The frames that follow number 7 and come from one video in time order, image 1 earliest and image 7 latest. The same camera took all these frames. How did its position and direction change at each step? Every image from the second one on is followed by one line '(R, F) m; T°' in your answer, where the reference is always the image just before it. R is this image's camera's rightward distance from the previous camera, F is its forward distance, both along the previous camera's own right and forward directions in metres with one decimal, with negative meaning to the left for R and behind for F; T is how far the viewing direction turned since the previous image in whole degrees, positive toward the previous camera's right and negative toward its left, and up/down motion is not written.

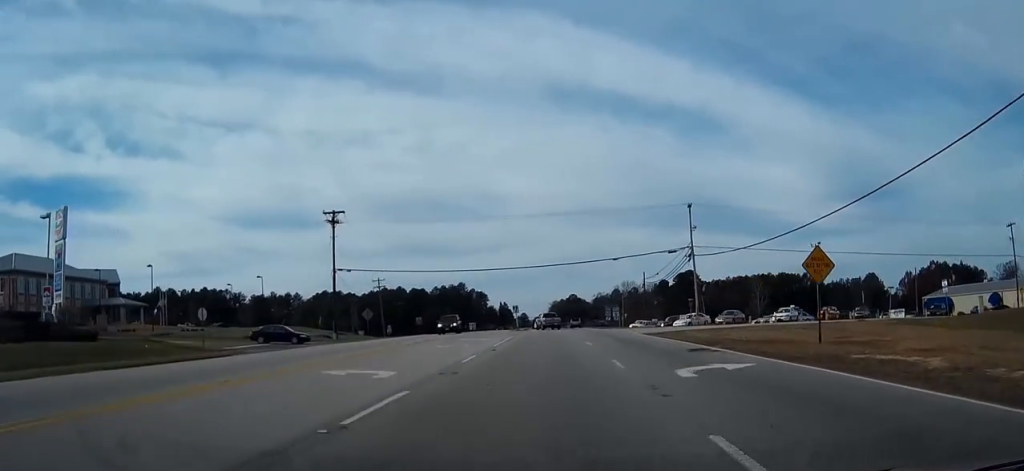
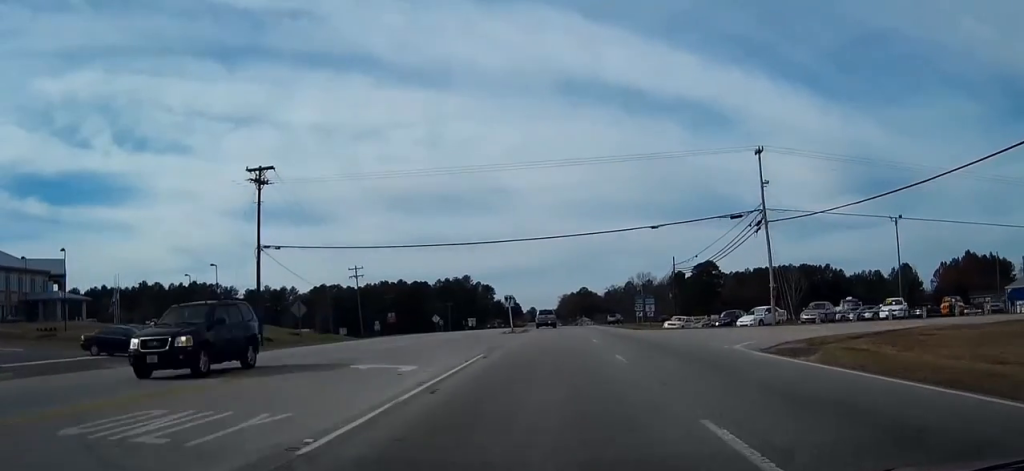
(-0.3, +23.3) m; -1°
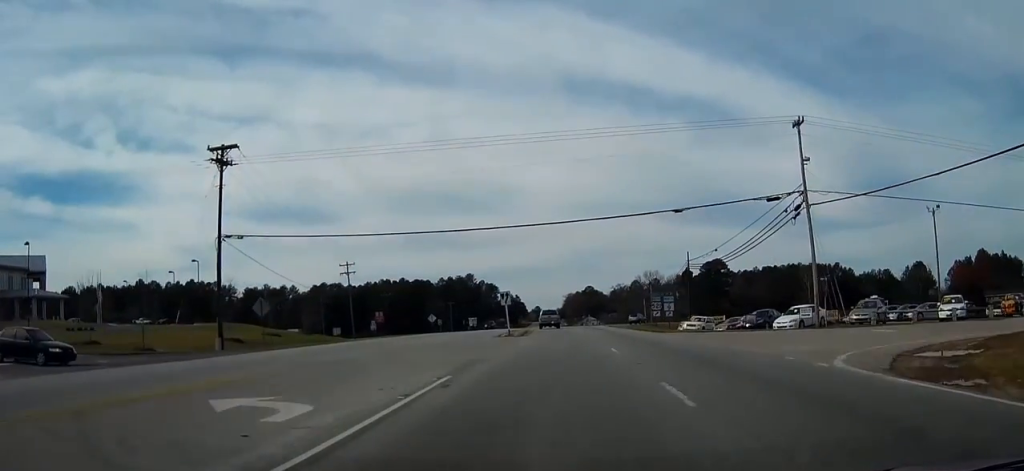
(0.0, +8.0) m; 0°
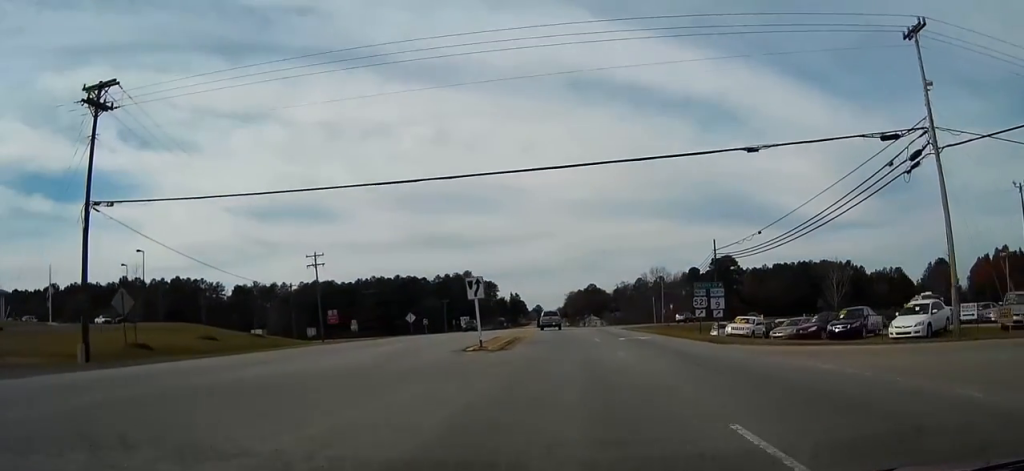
(-0.1, +16.3) m; -1°
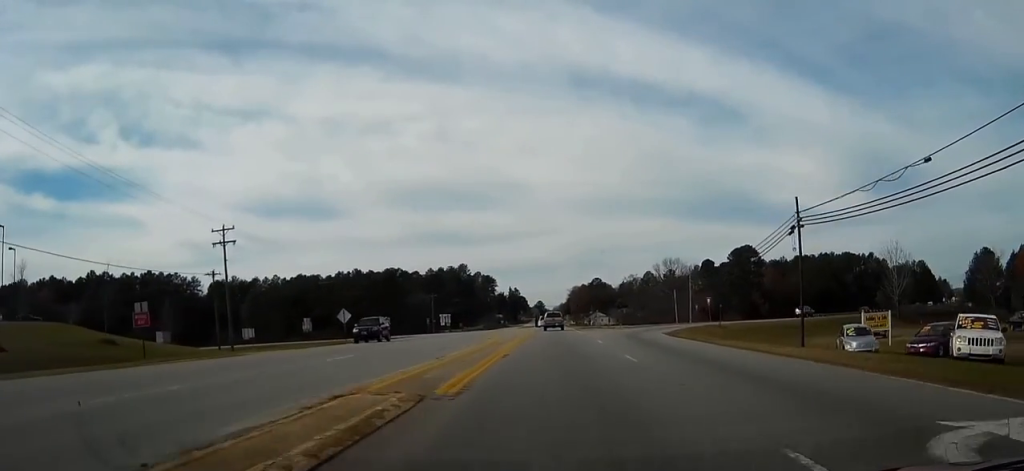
(-0.4, +28.9) m; 0°
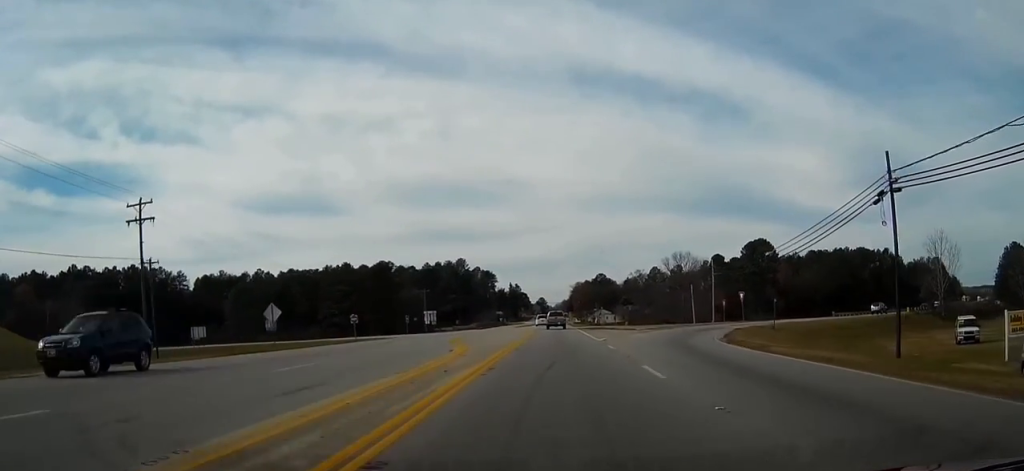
(+0.2, +16.0) m; 0°
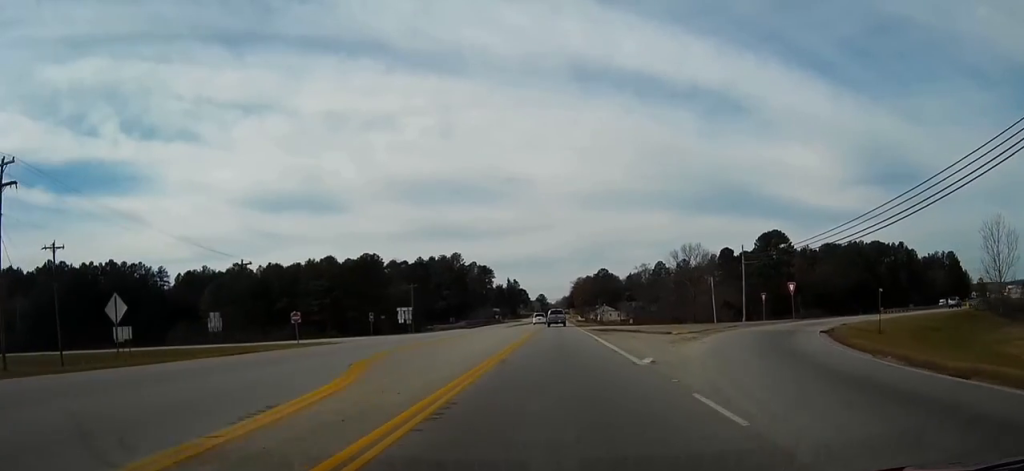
(-0.2, +17.1) m; -1°
